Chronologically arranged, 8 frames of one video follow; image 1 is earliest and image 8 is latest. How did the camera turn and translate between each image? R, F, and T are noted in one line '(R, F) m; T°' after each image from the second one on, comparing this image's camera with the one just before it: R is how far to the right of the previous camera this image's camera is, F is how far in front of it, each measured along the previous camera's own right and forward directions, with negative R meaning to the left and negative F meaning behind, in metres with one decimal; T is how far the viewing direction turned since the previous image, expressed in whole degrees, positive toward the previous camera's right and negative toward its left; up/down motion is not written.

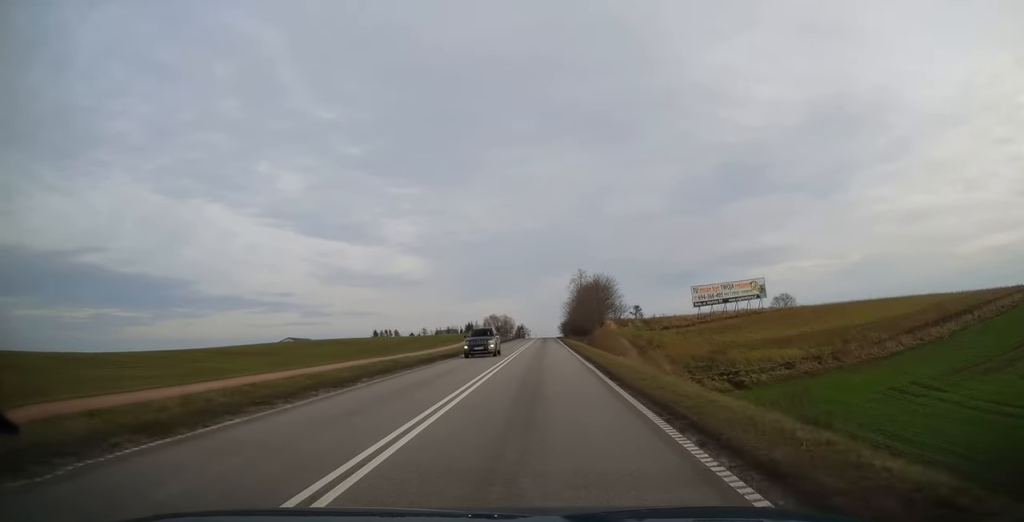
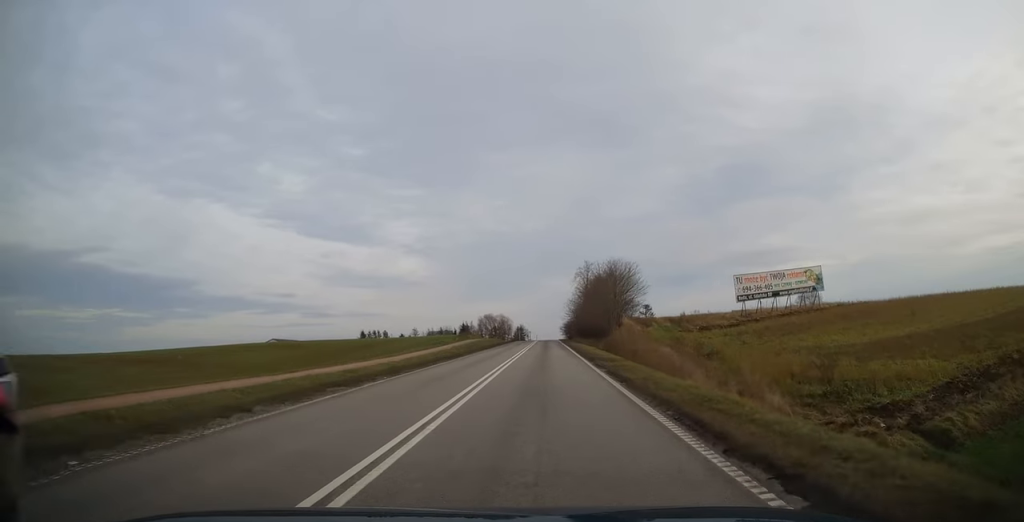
(-0.4, +18.8) m; -1°
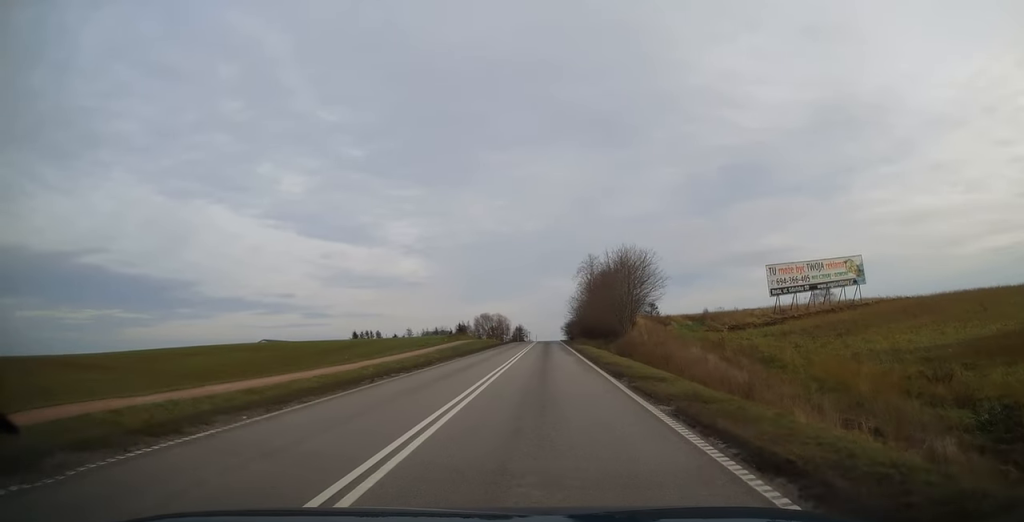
(0.0, +10.0) m; 0°
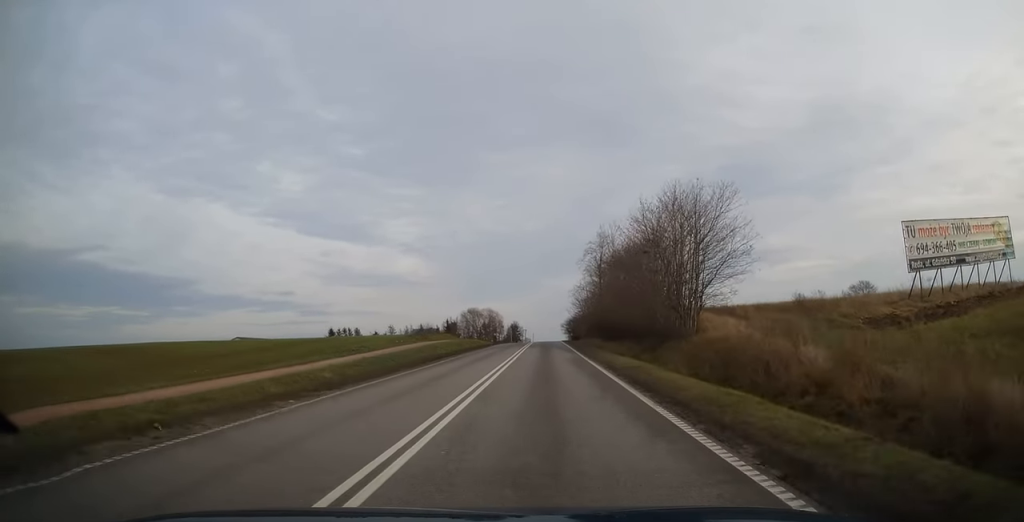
(+0.2, +23.3) m; +1°
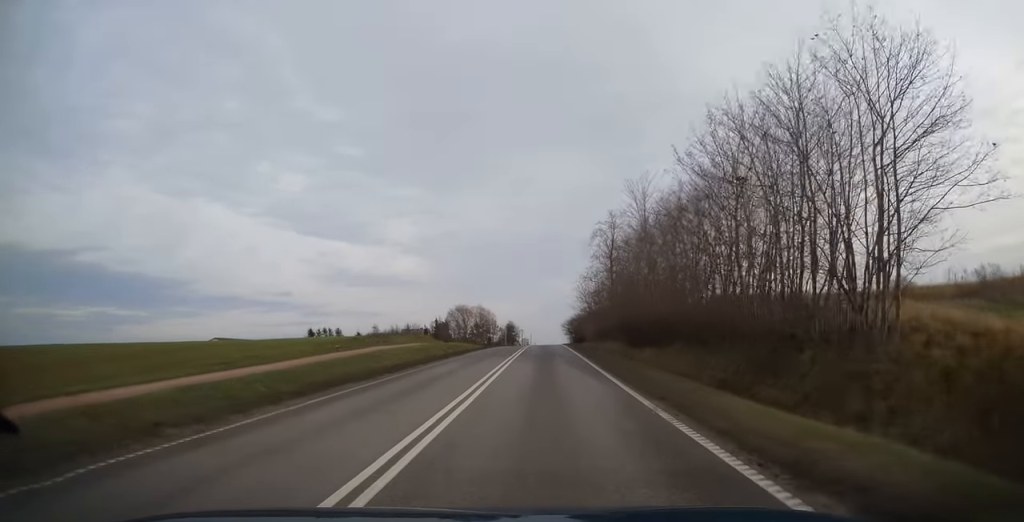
(+0.1, +17.2) m; 0°
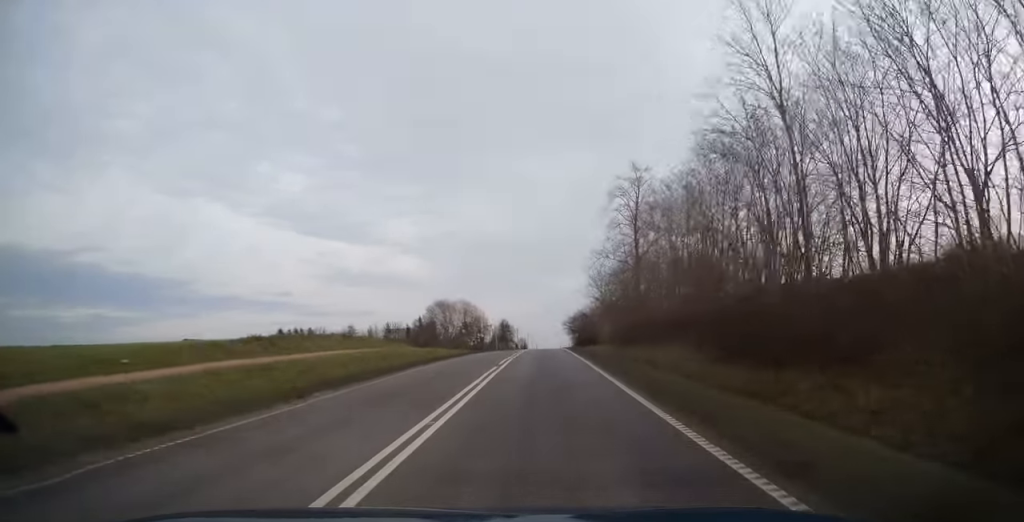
(-0.1, +21.3) m; 0°
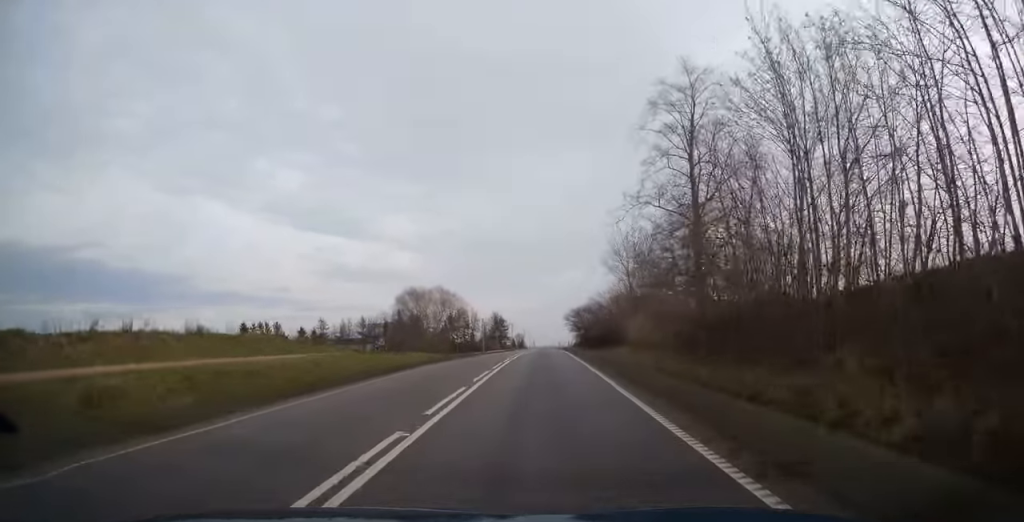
(-0.1, +21.0) m; 0°
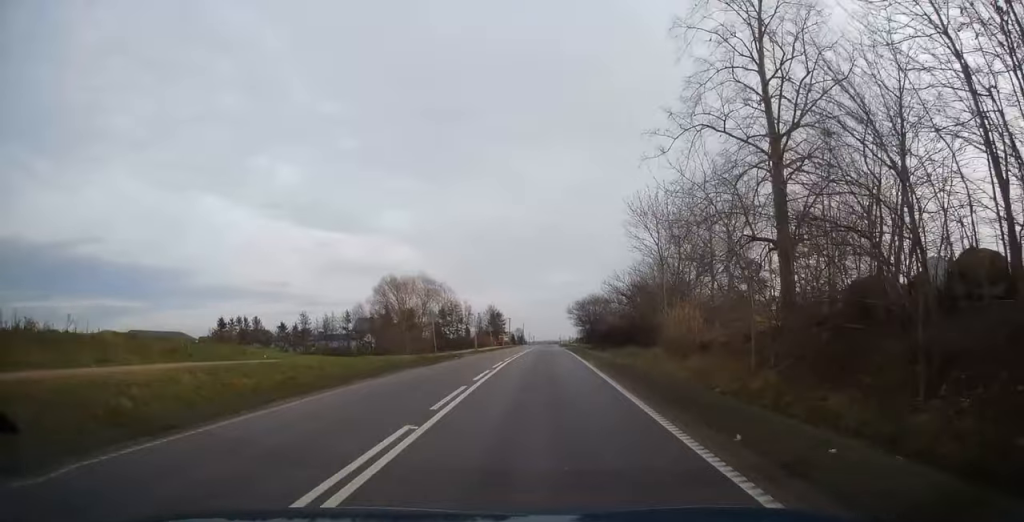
(+0.2, +11.7) m; 0°
